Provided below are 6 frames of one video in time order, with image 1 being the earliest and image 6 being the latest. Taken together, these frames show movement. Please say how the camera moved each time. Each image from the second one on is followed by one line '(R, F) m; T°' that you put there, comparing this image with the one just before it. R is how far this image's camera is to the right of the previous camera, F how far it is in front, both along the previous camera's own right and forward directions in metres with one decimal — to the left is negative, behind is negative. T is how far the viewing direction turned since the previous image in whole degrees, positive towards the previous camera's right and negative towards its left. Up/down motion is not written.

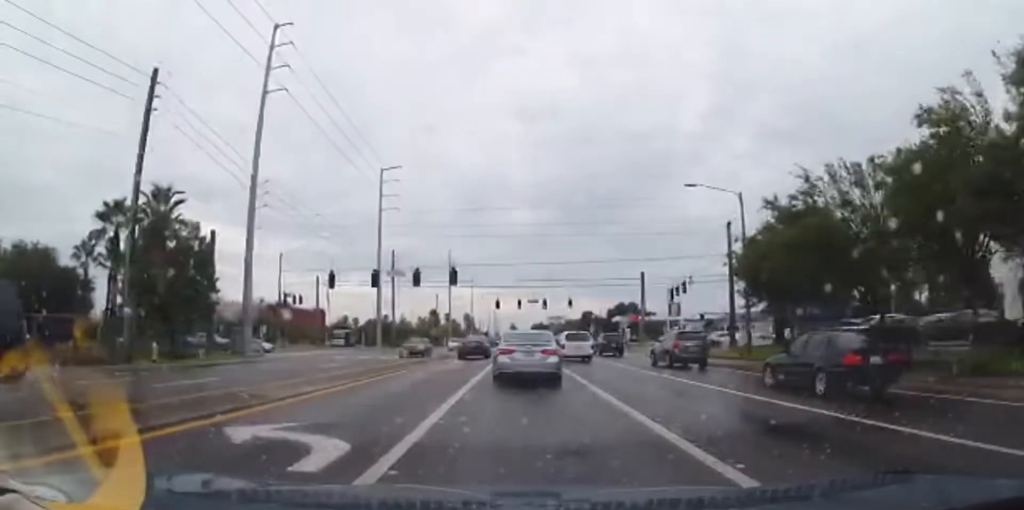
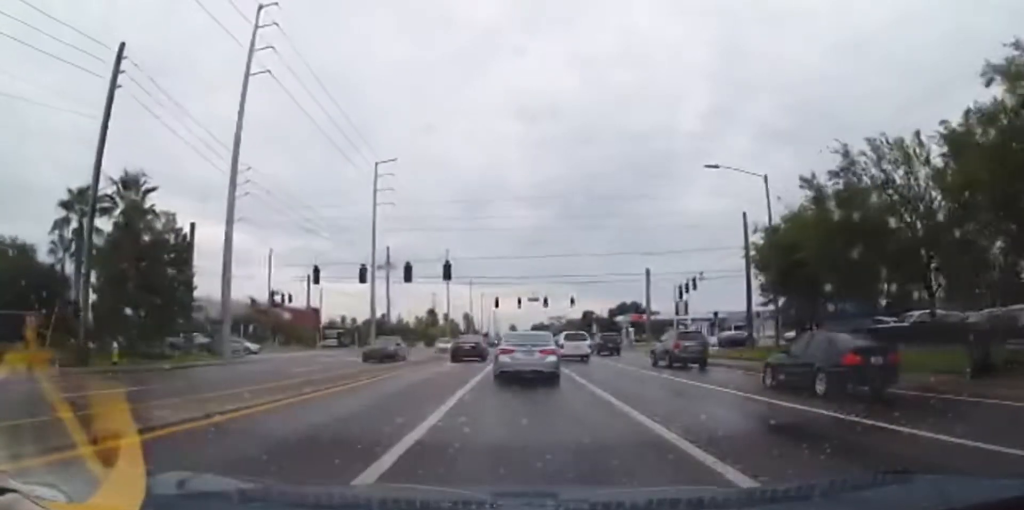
(+0.2, +3.3) m; 0°
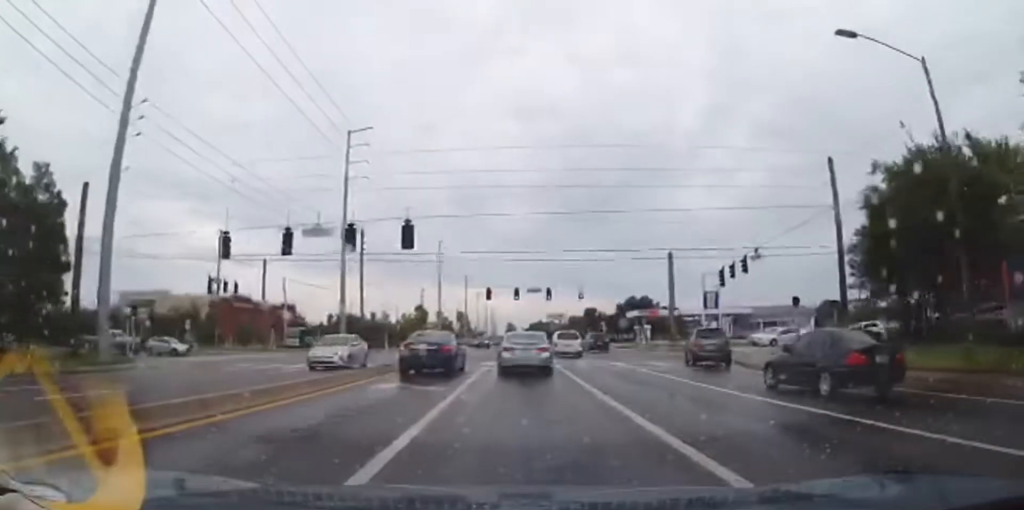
(-0.3, +12.1) m; -1°
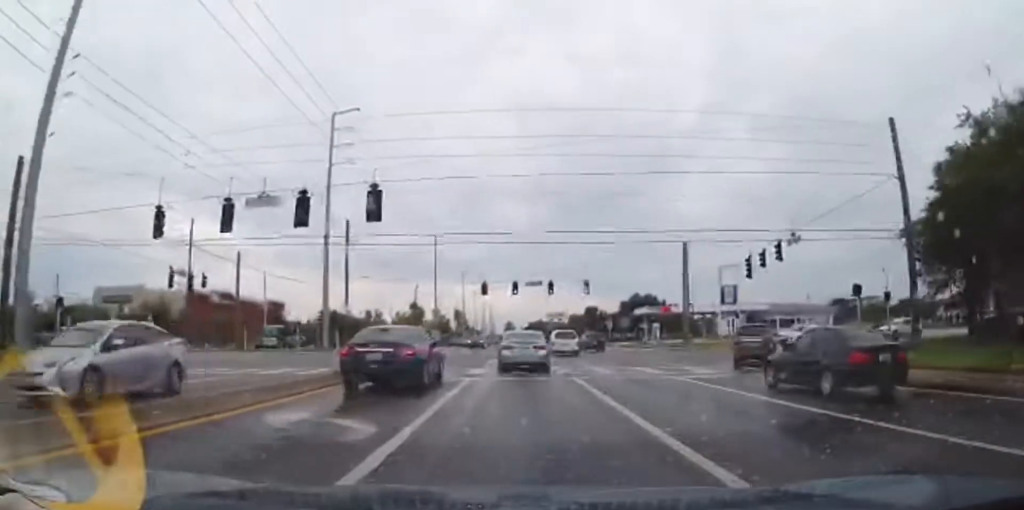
(+0.2, +5.8) m; 0°
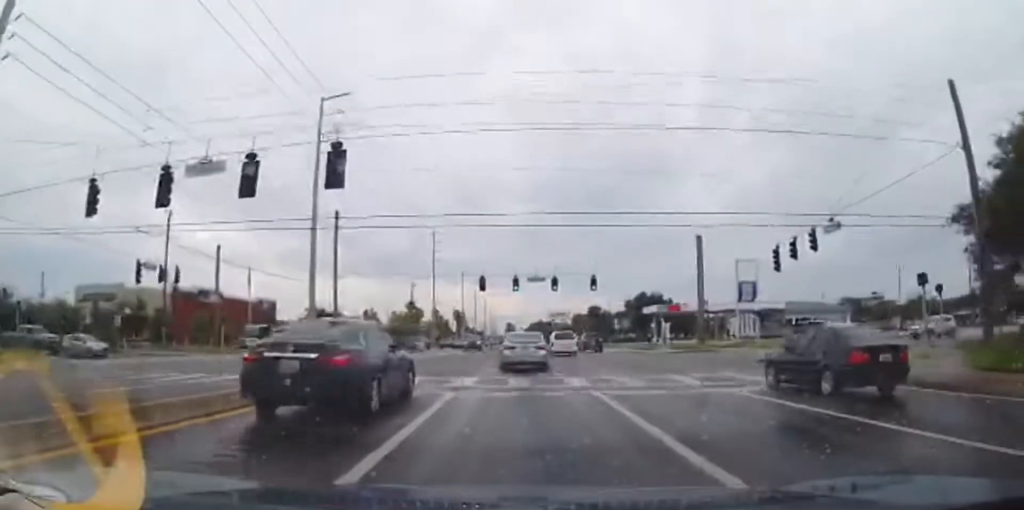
(+0.2, +4.3) m; 0°
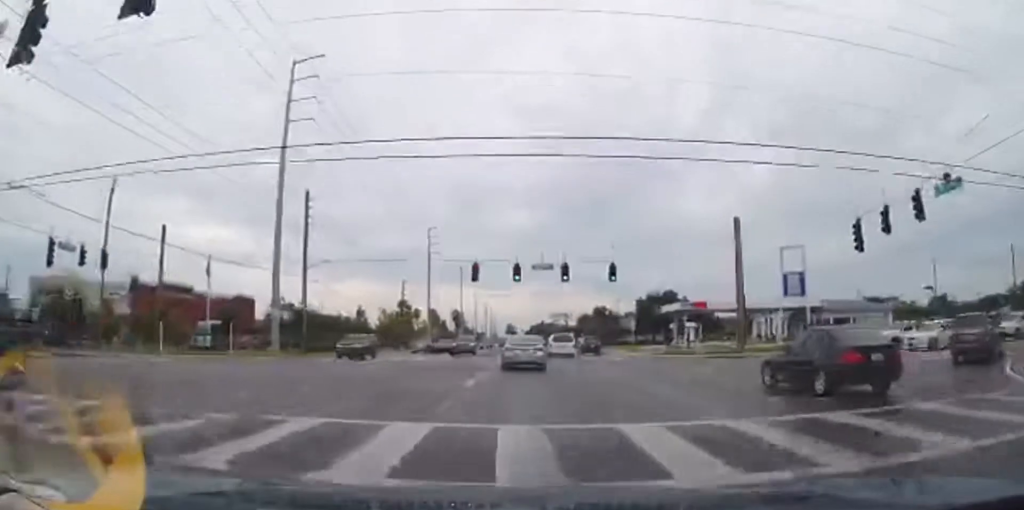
(-0.2, +9.4) m; -1°
